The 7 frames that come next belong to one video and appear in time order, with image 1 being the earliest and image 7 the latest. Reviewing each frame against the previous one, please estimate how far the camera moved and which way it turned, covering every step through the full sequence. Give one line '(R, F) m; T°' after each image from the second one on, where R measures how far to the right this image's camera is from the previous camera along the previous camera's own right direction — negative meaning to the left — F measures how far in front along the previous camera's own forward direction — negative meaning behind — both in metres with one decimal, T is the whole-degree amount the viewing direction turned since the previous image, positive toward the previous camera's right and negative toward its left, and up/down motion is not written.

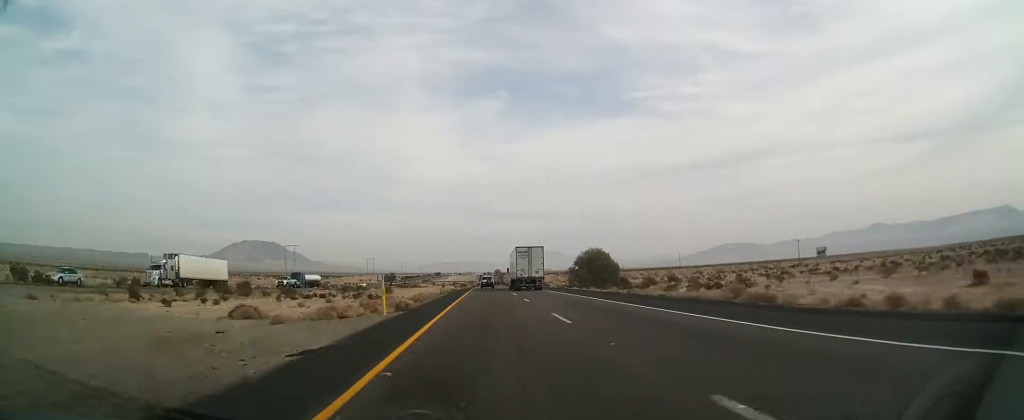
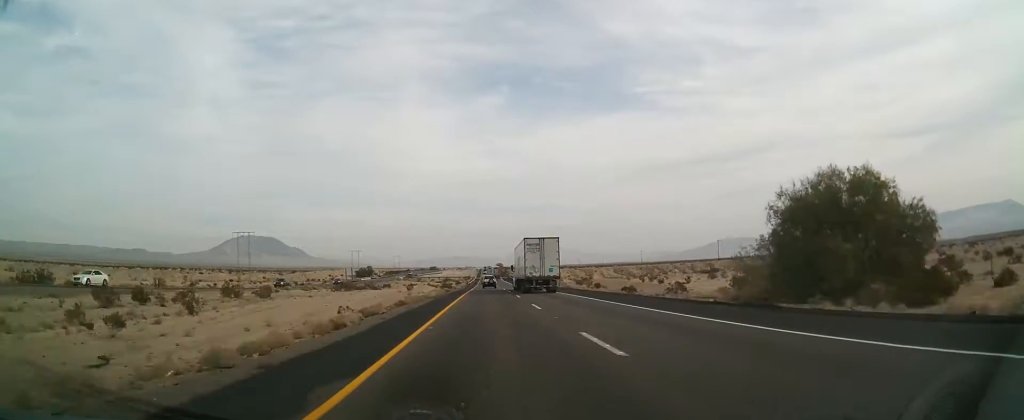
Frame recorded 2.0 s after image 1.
(+0.6, +64.8) m; +1°
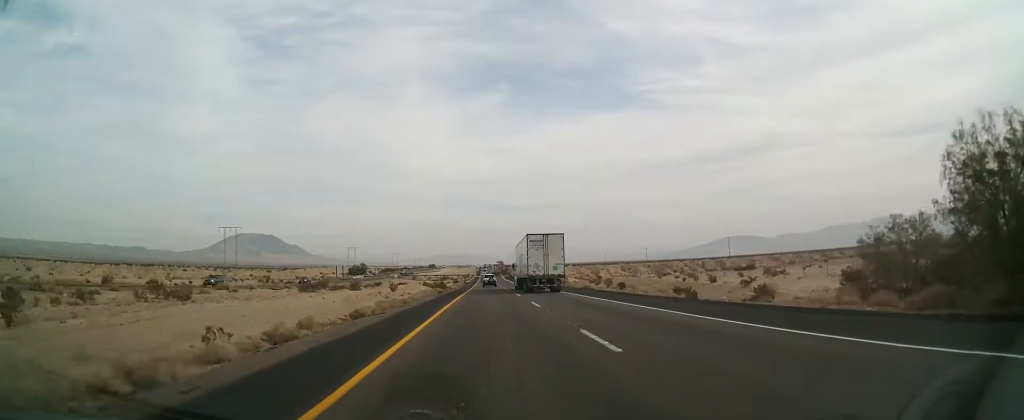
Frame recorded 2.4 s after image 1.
(+0.1, +14.3) m; 0°
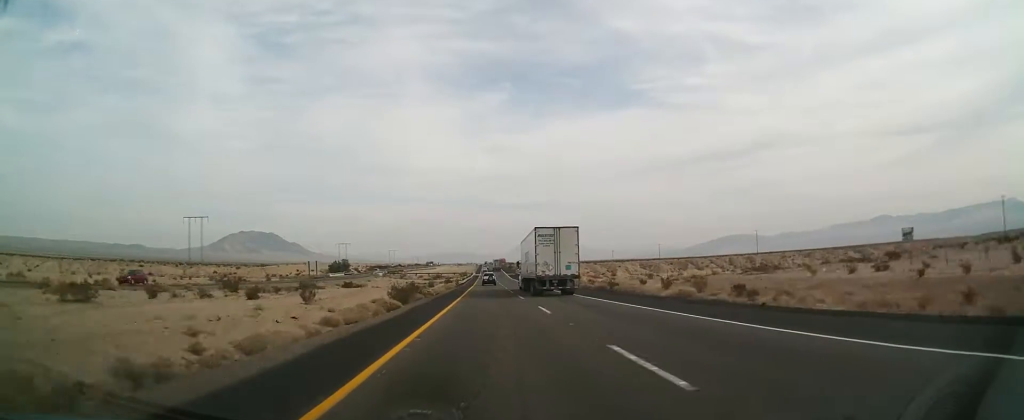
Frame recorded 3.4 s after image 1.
(-0.3, +32.2) m; 0°
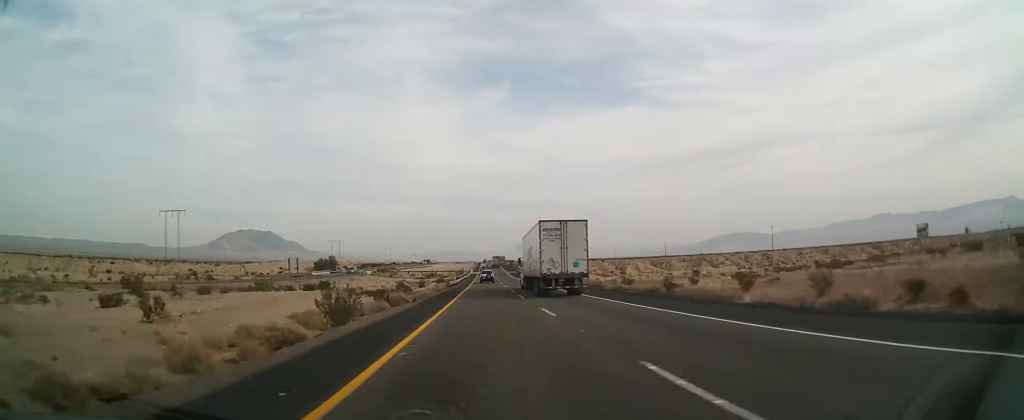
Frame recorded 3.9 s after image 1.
(0.0, +16.7) m; 0°
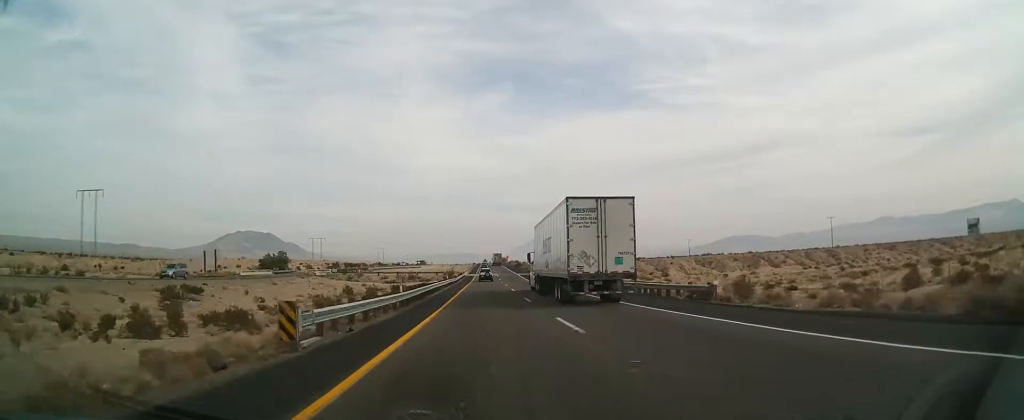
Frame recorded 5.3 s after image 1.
(+0.1, +48.1) m; 0°
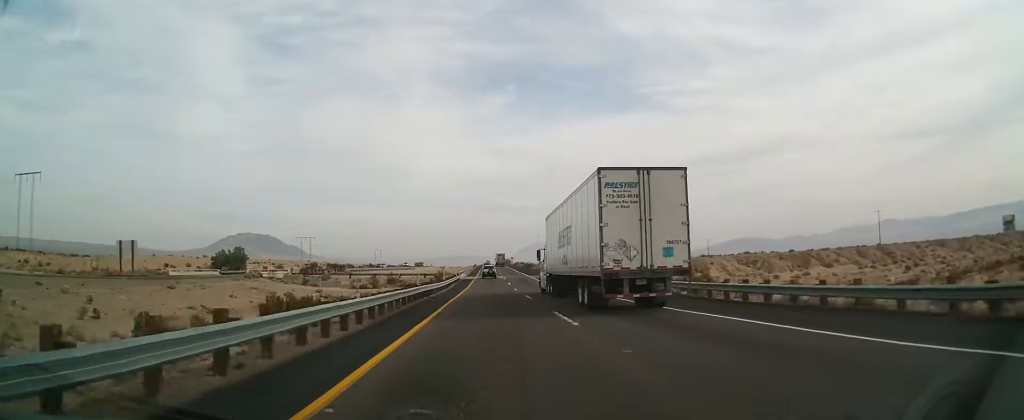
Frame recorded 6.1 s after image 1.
(-0.1, +28.3) m; 0°
